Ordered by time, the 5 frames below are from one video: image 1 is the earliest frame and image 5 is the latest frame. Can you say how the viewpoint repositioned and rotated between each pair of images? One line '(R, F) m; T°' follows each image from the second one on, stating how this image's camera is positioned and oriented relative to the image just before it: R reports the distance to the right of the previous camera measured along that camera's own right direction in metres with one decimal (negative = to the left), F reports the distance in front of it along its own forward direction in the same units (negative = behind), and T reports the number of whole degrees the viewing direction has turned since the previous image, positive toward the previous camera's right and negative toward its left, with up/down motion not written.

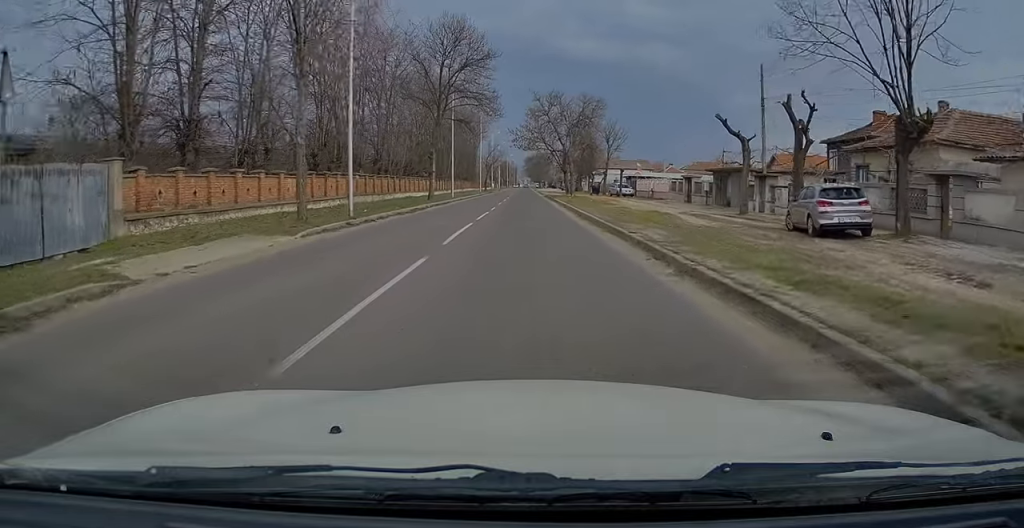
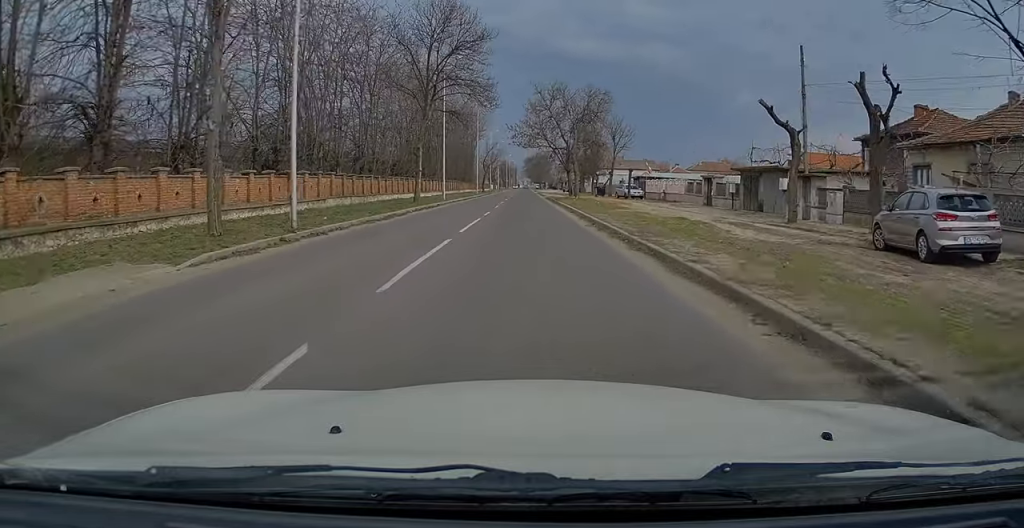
(+0.1, +5.5) m; +1°
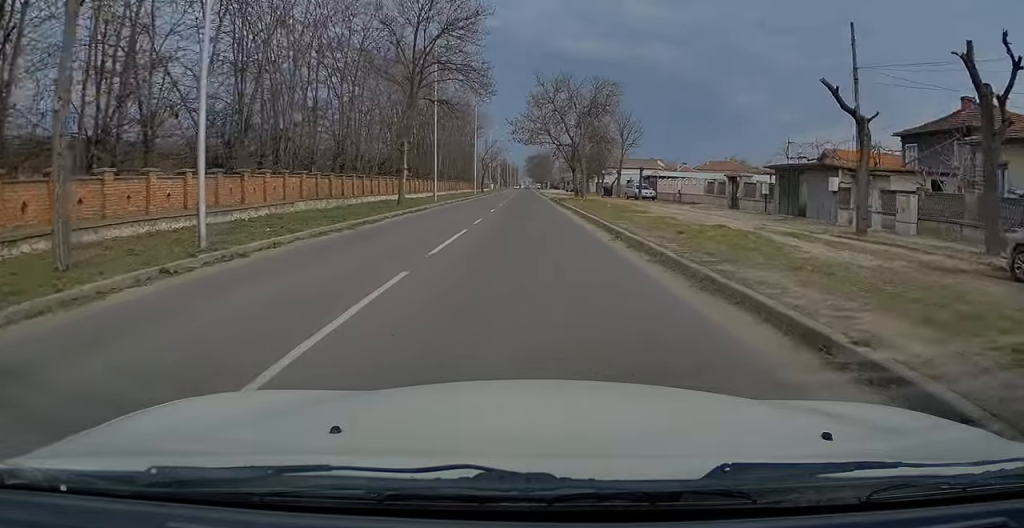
(0.0, +5.1) m; 0°
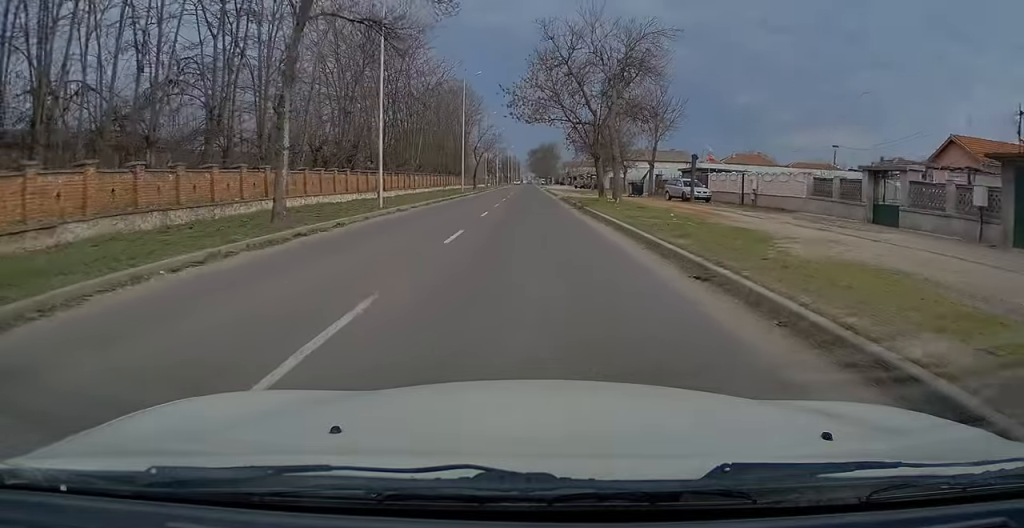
(-0.4, +16.6) m; -3°
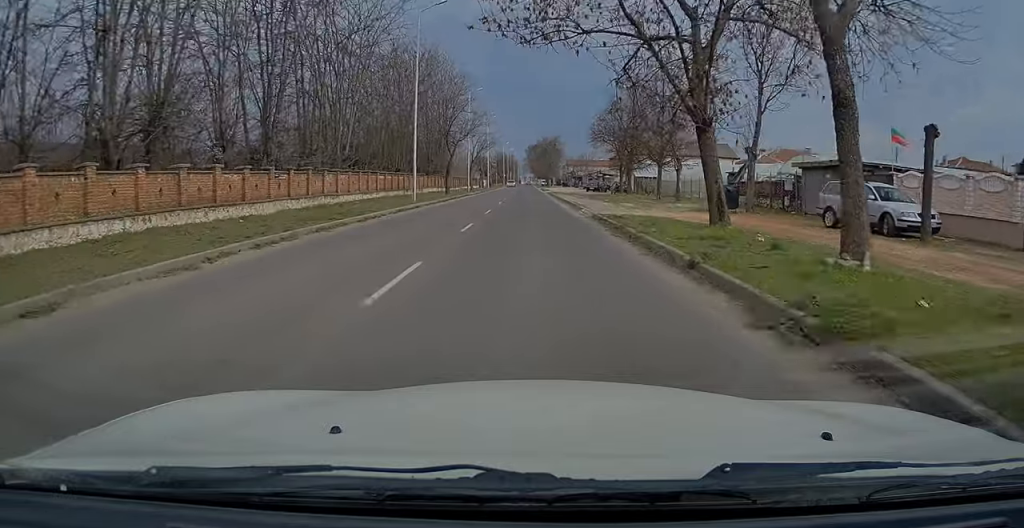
(0.0, +24.7) m; 0°
